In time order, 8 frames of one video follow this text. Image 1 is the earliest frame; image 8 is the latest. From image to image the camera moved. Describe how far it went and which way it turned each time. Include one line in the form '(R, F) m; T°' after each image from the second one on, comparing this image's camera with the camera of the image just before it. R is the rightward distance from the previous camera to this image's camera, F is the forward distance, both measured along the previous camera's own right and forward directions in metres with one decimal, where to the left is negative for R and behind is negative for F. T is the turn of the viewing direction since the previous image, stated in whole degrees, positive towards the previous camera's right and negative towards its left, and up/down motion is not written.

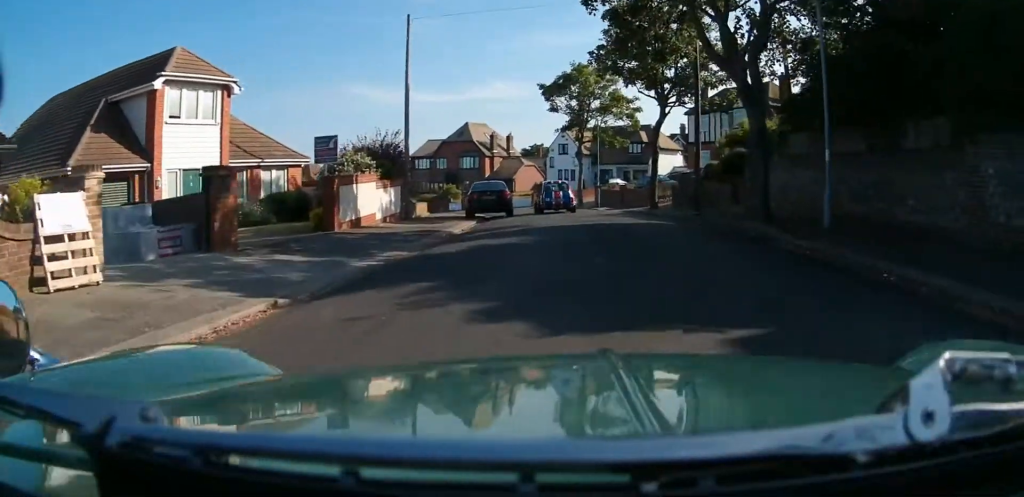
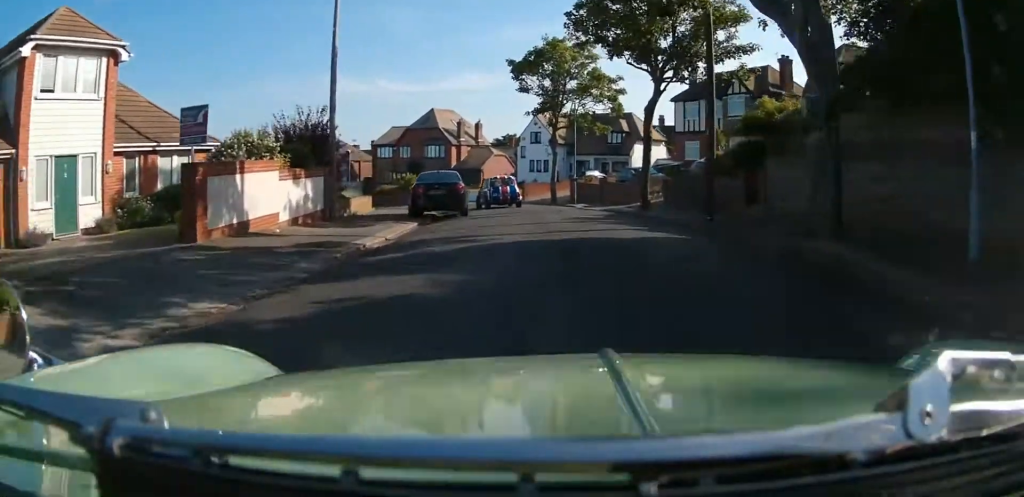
(+0.3, +2.1) m; +11°
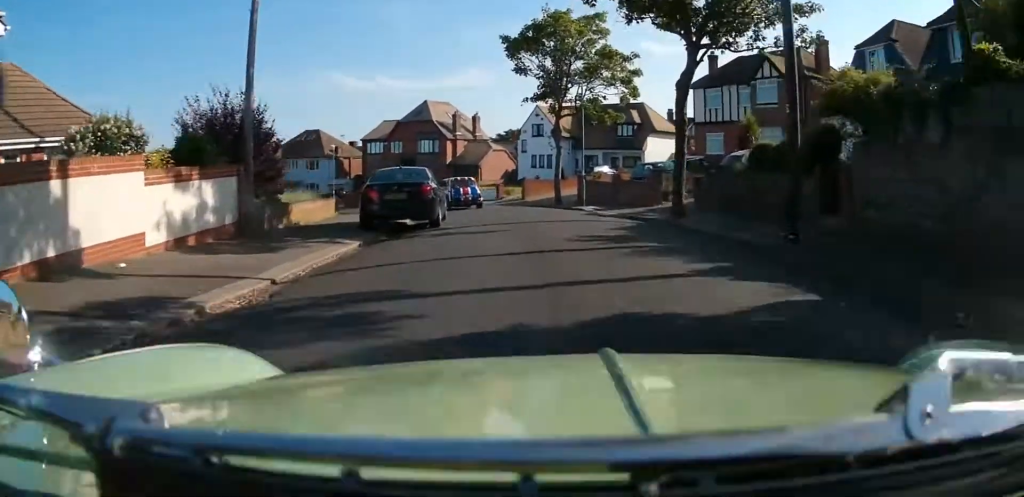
(+0.2, +2.4) m; +7°
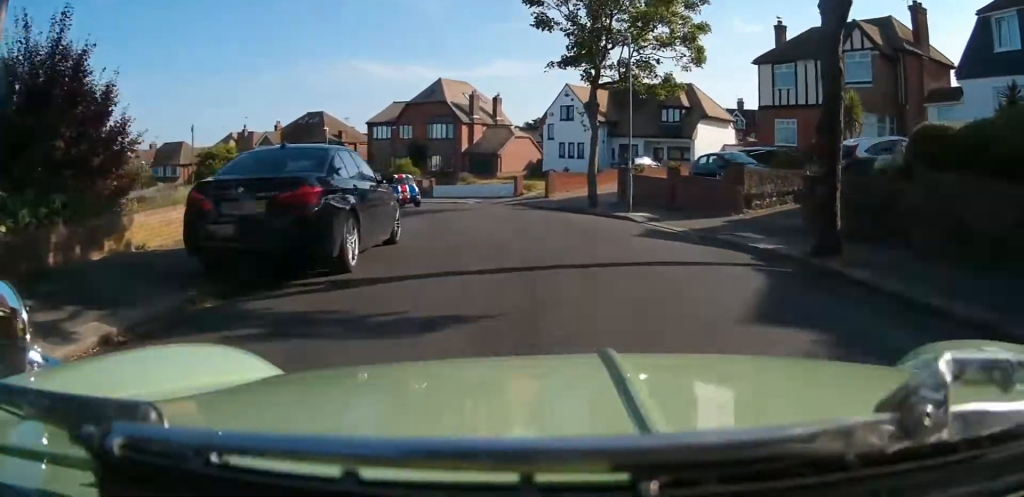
(+0.2, +6.2) m; +1°
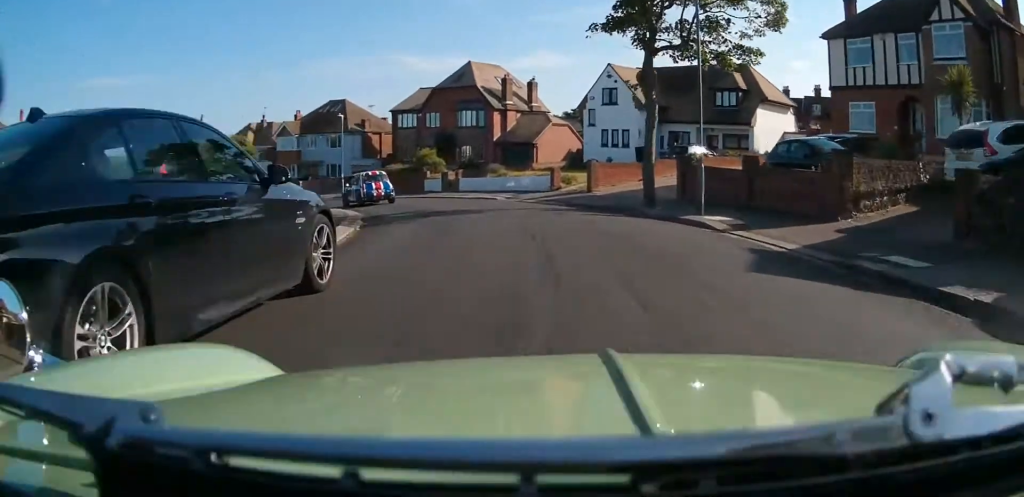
(0.0, +4.4) m; 0°
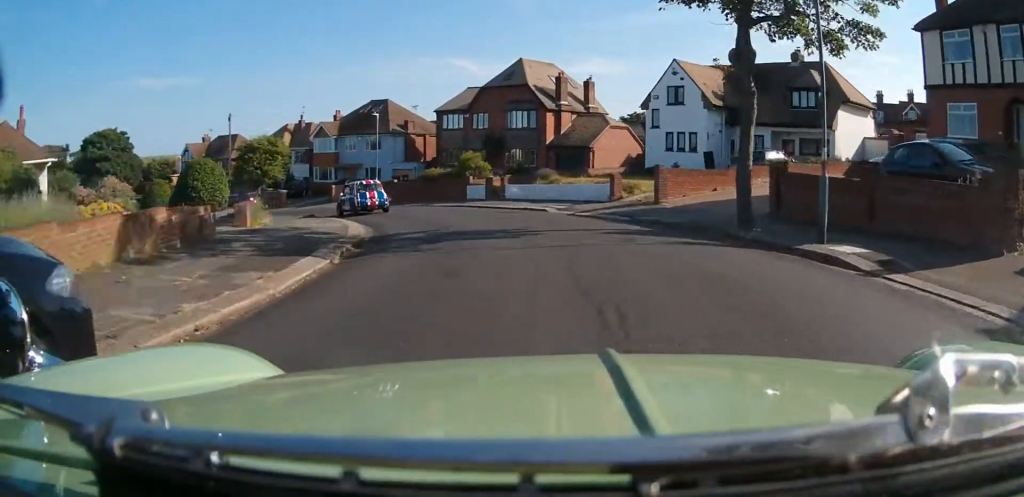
(0.0, +3.9) m; 0°
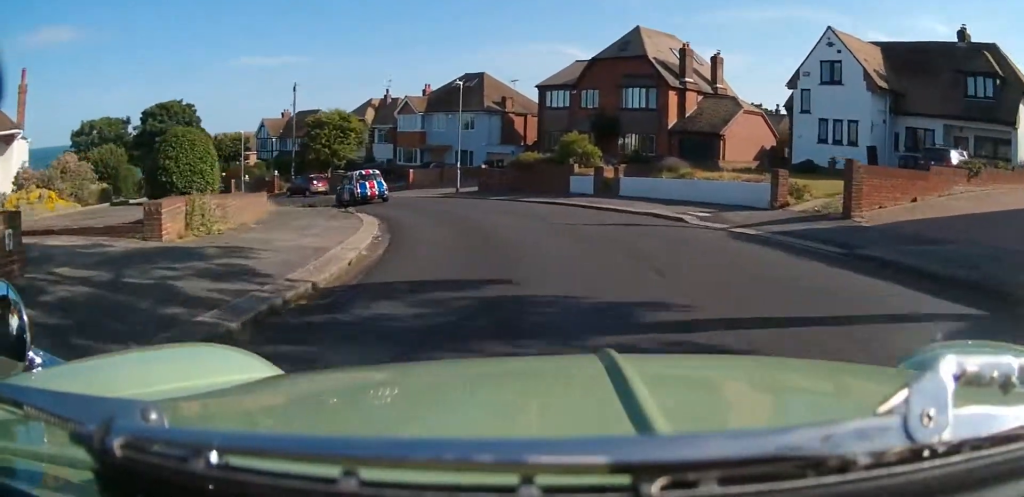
(0.0, +7.6) m; -6°
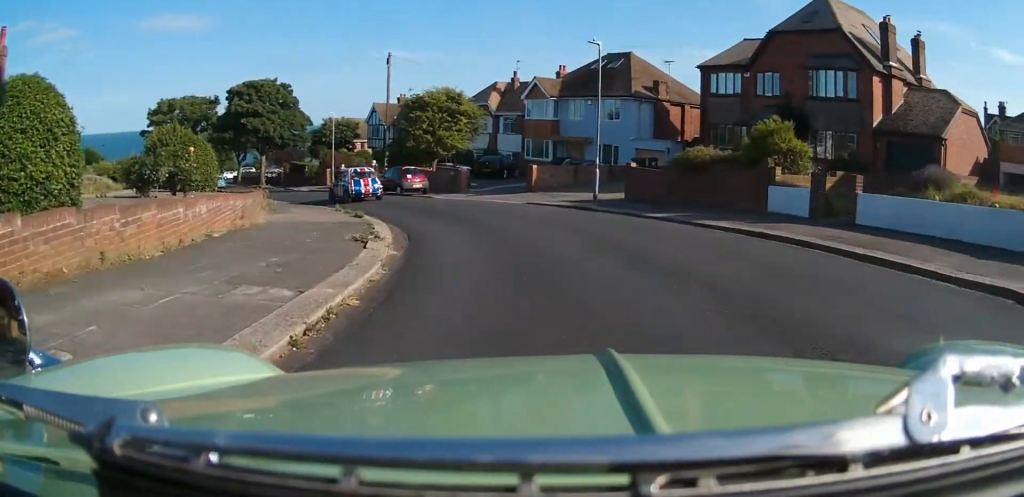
(-1.0, +9.7) m; -12°
